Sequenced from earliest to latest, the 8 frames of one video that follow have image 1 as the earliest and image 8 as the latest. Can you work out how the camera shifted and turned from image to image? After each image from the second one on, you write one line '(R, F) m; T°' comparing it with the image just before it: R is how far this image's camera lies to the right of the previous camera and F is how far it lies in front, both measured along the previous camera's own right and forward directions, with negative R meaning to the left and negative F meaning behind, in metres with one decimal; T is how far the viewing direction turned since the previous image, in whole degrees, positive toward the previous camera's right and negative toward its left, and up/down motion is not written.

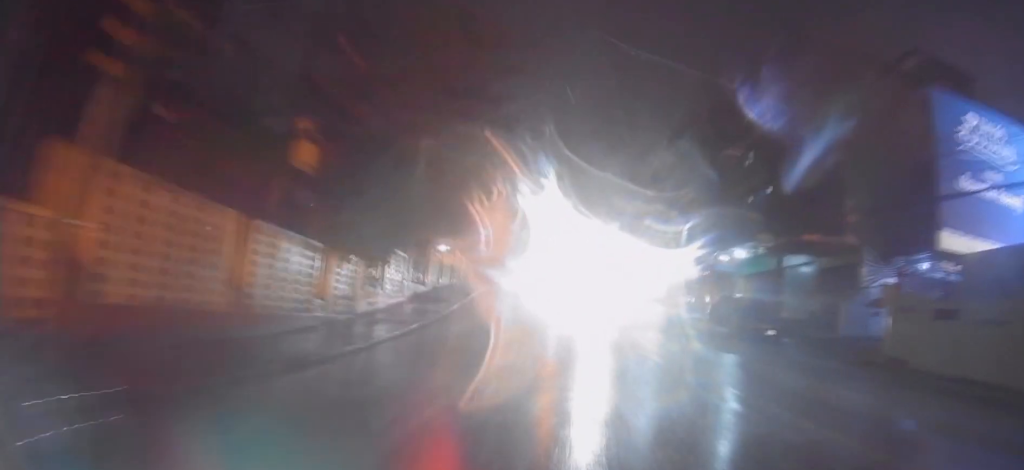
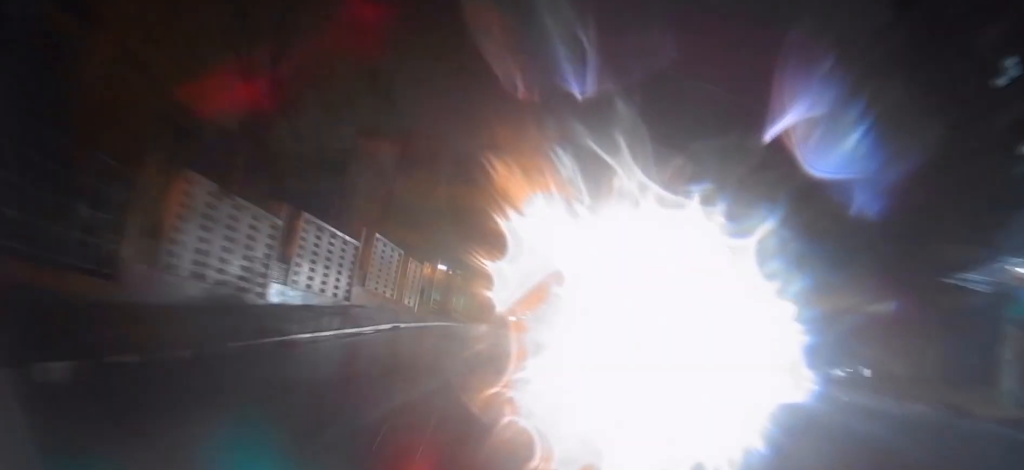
(-0.6, +27.1) m; -6°
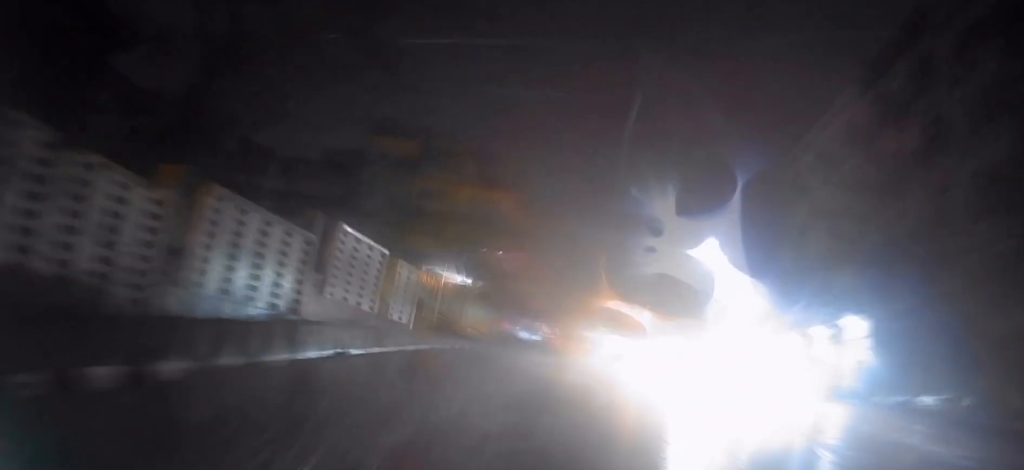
(-0.3, +5.9) m; -2°
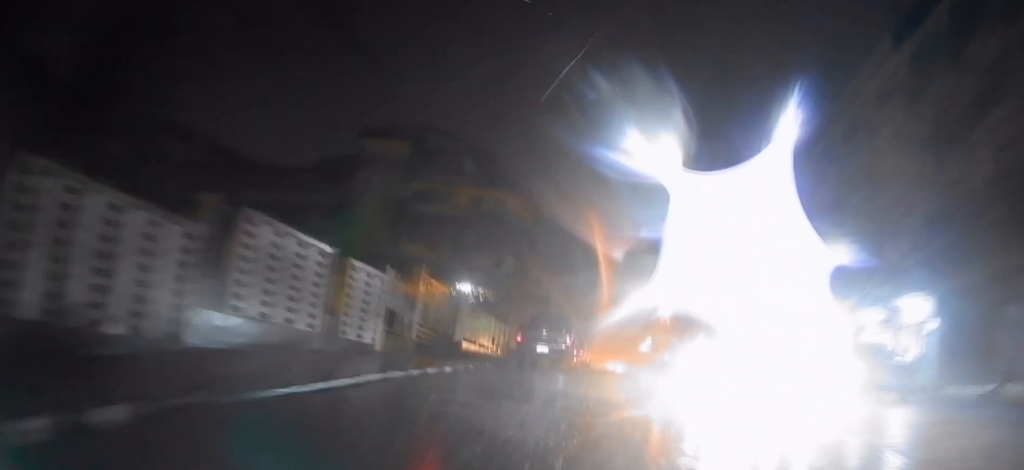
(-0.1, +5.4) m; -2°
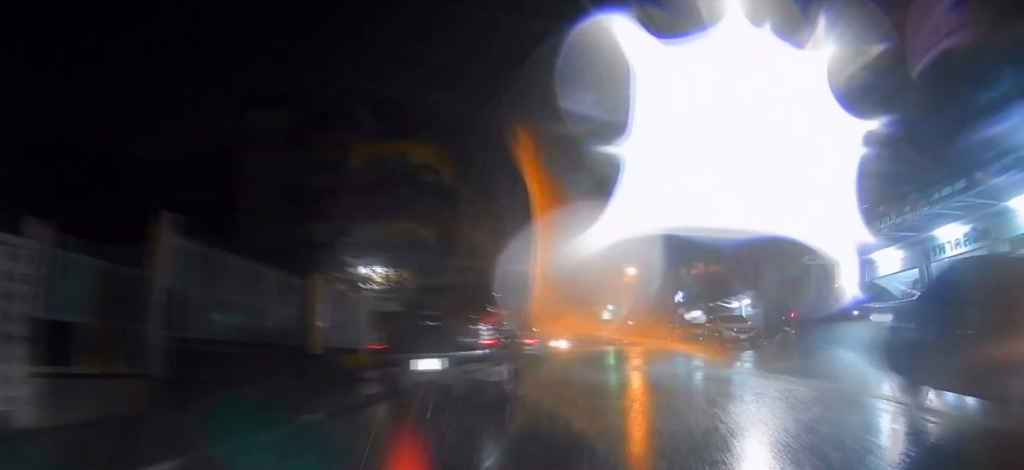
(-0.1, +11.1) m; +2°
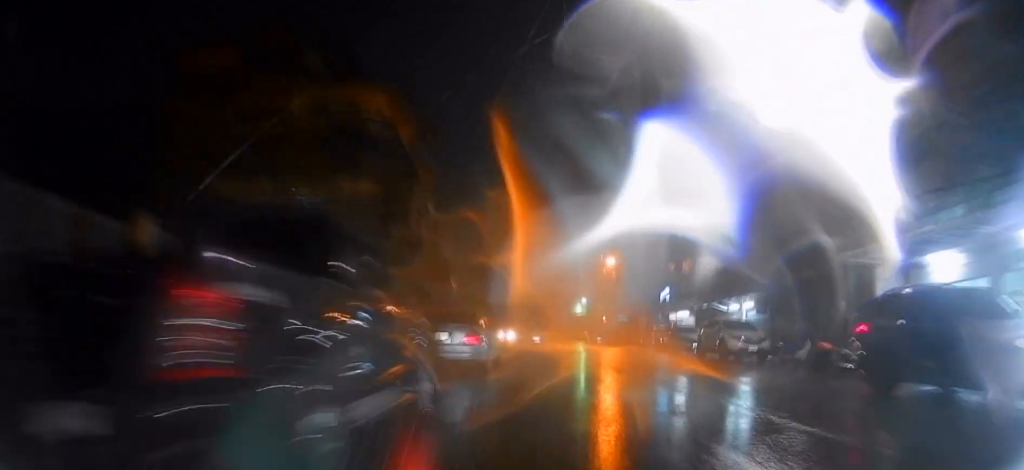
(+0.2, +5.1) m; +4°
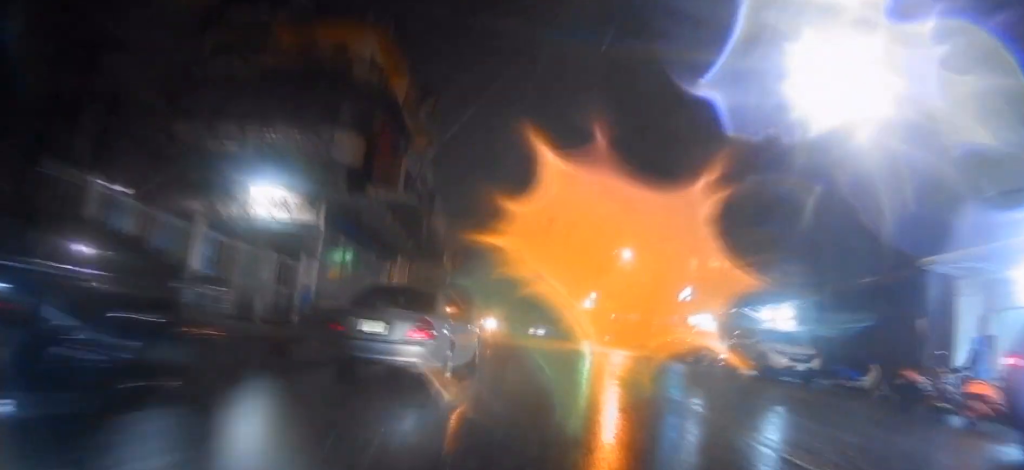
(+0.1, +4.1) m; +1°
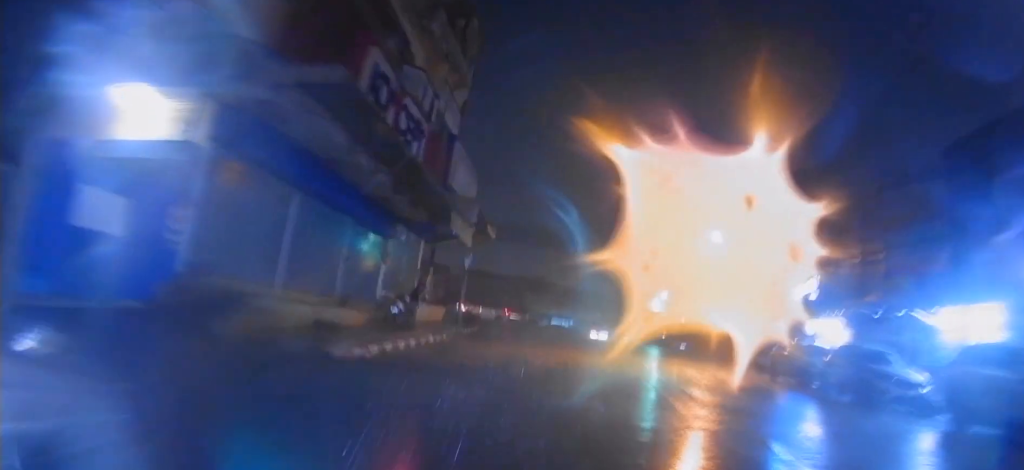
(+0.1, +10.3) m; -4°
